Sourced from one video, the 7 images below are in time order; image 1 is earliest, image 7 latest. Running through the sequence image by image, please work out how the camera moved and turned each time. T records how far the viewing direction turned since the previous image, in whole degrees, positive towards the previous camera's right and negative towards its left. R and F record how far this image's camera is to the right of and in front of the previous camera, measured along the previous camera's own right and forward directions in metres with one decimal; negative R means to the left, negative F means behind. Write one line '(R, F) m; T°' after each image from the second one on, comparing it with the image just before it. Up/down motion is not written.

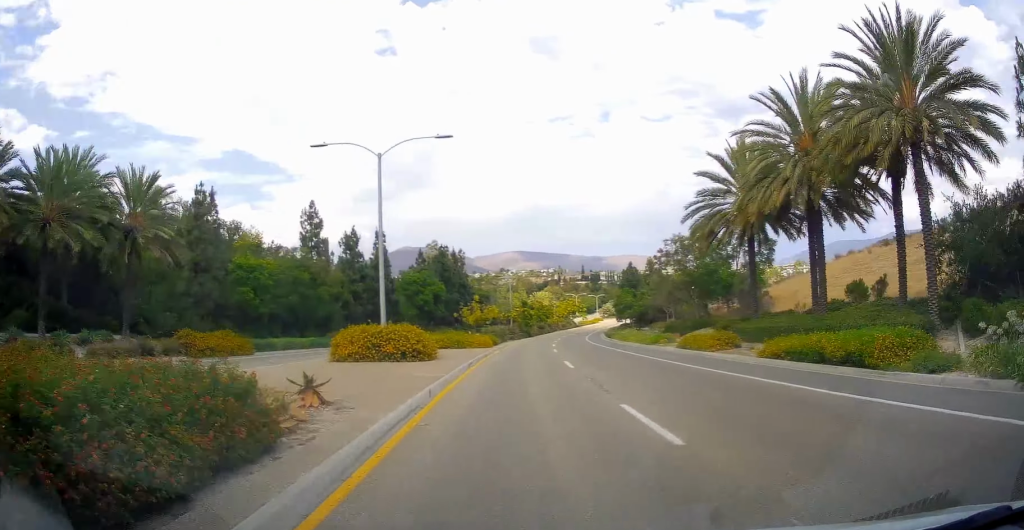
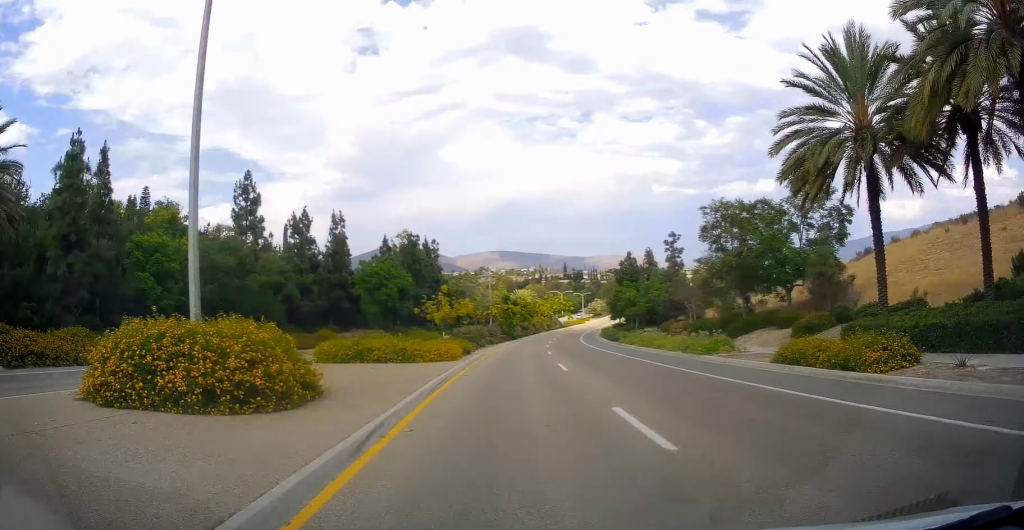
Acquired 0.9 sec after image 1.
(+0.4, +15.1) m; +1°
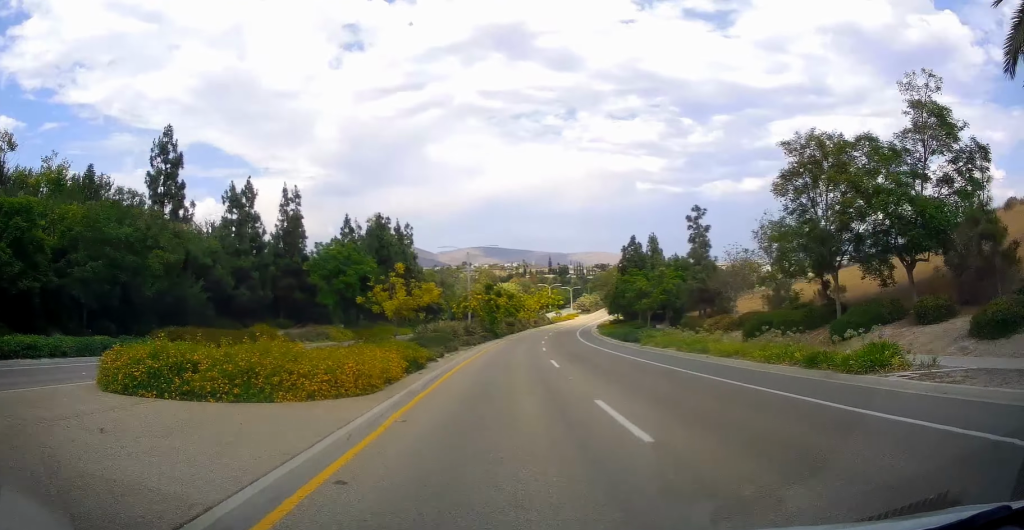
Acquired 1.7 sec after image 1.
(+0.1, +14.0) m; +1°
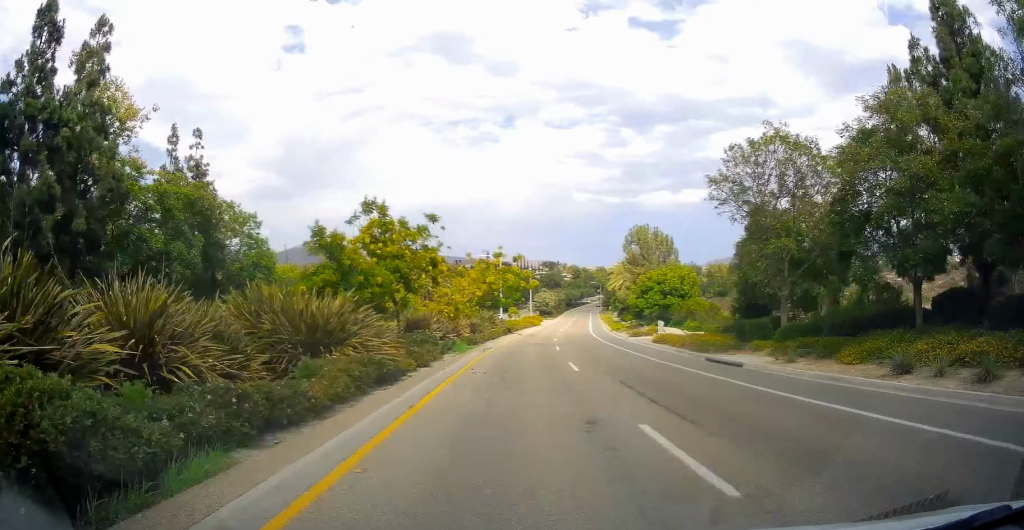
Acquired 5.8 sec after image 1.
(+3.5, +75.4) m; +7°
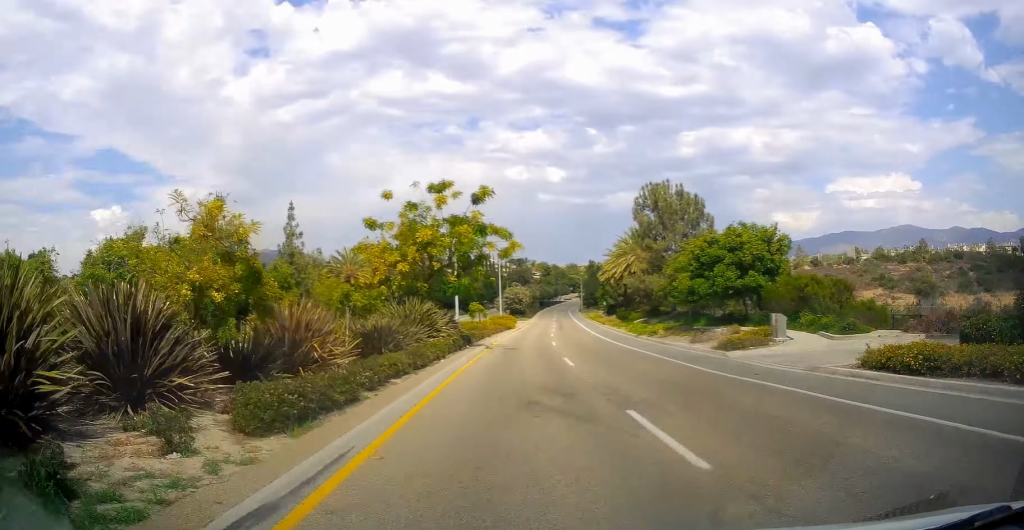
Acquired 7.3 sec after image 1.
(+1.0, +28.2) m; +2°
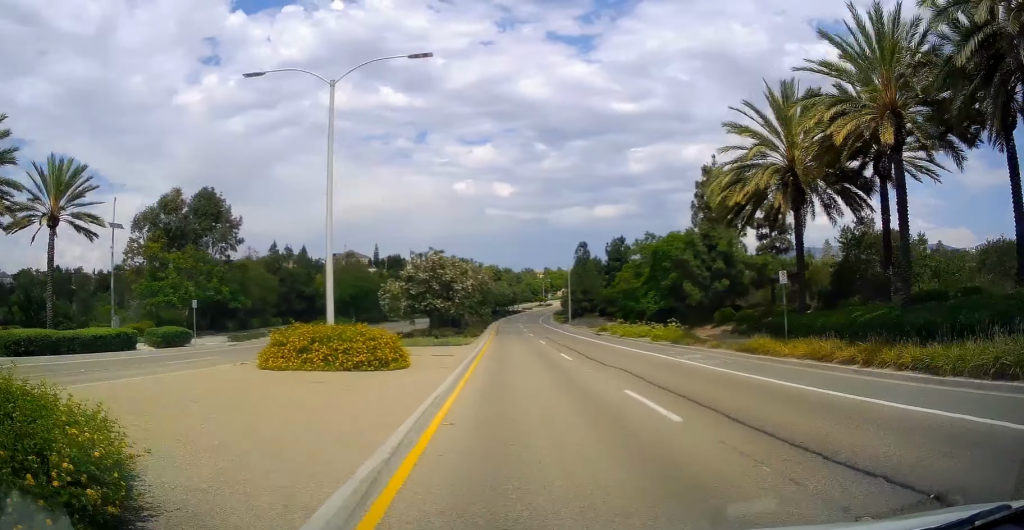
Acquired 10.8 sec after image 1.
(+3.4, +70.5) m; +5°
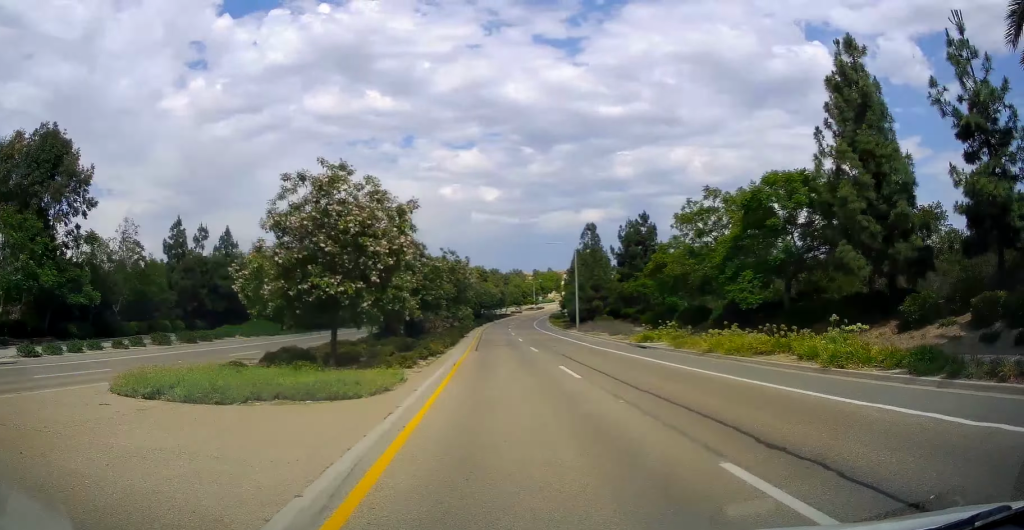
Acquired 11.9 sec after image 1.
(+0.3, +21.9) m; +1°
